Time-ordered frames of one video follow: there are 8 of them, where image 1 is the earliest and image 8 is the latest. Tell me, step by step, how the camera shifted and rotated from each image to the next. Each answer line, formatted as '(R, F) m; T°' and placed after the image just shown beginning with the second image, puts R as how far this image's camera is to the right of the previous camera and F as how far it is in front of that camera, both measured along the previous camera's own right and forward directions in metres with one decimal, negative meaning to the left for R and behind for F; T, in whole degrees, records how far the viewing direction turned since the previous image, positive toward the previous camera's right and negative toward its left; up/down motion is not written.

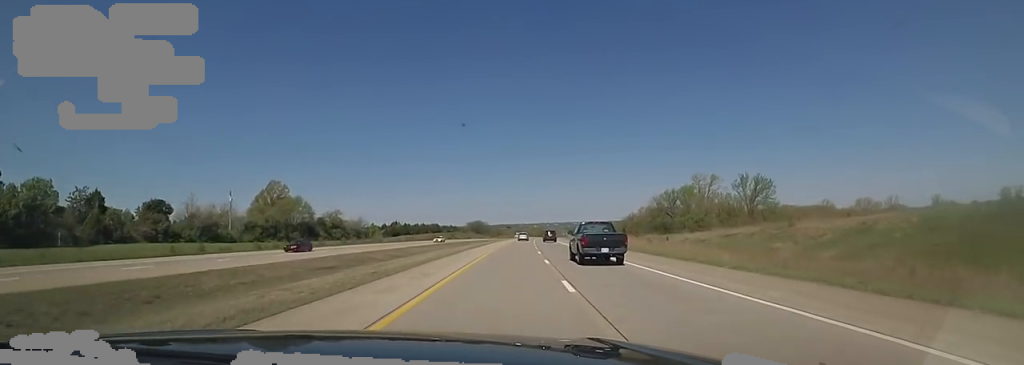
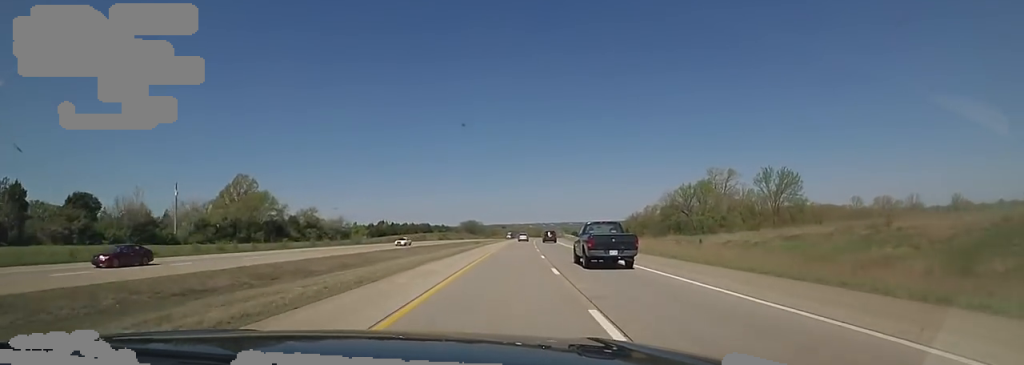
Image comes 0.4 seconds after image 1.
(-0.2, +15.1) m; 0°
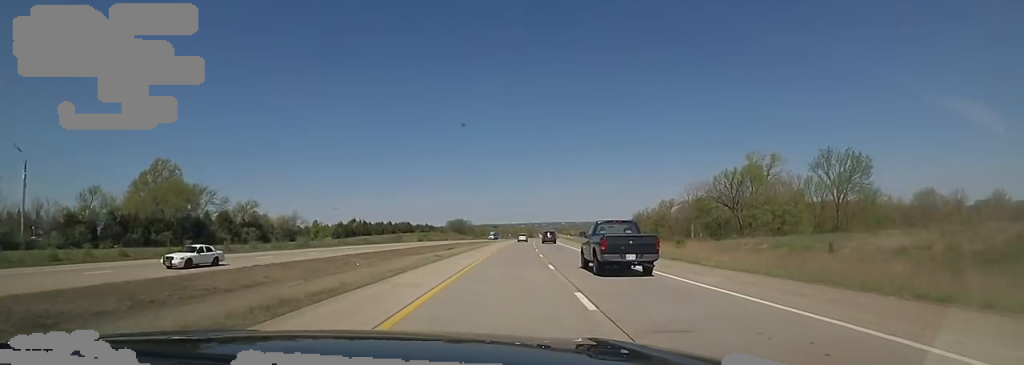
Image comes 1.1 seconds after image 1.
(+0.9, +27.7) m; +2°
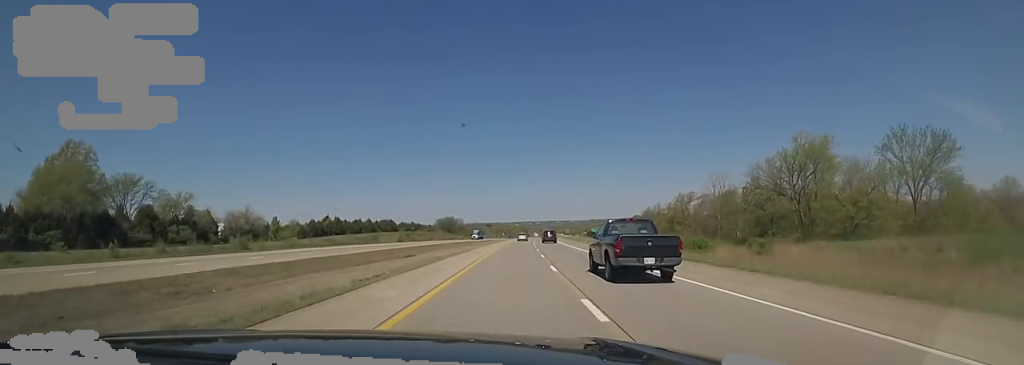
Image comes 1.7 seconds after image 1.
(+0.1, +21.4) m; 0°
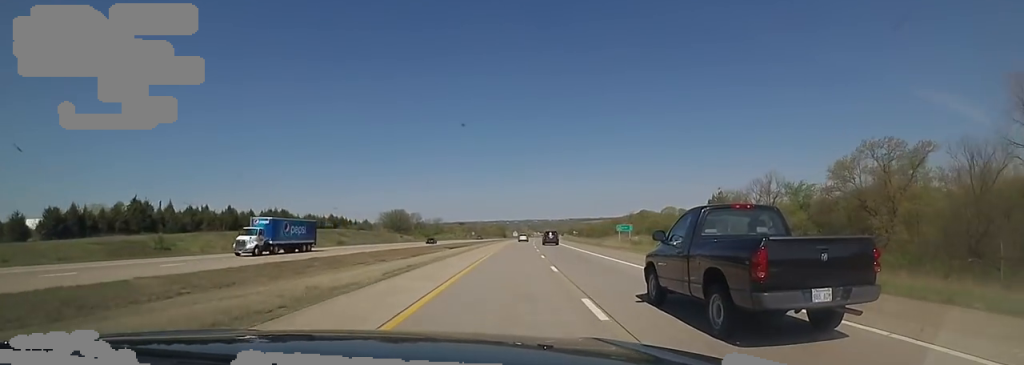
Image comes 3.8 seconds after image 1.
(+0.4, +80.2) m; +2°
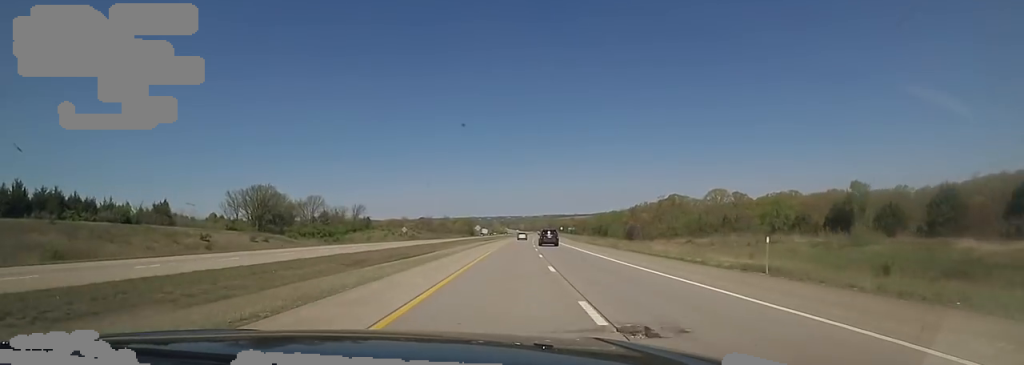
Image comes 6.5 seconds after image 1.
(+4.5, +99.9) m; +4°
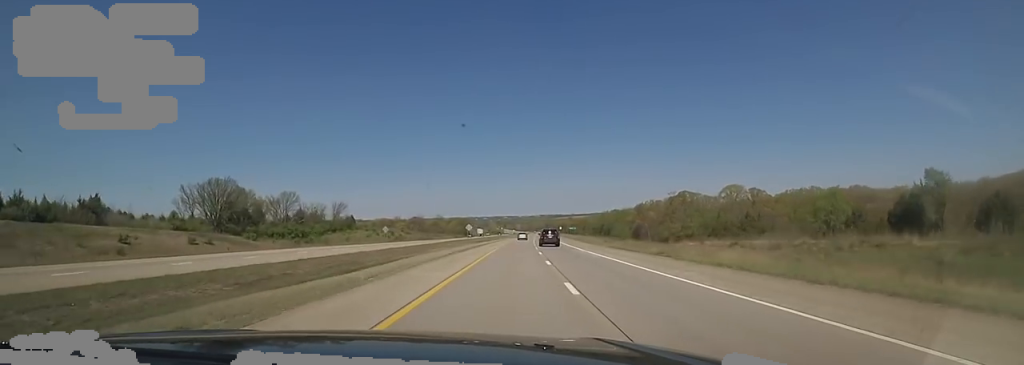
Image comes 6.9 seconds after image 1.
(-0.1, +16.3) m; +1°
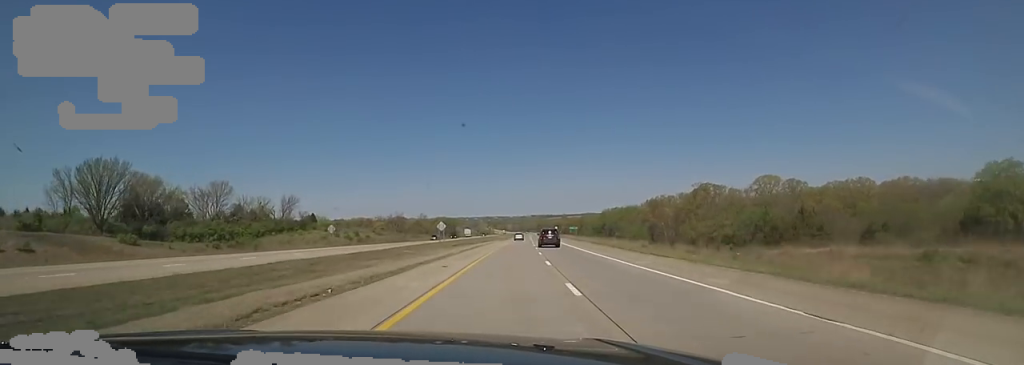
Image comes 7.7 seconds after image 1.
(+0.6, +30.1) m; +2°
